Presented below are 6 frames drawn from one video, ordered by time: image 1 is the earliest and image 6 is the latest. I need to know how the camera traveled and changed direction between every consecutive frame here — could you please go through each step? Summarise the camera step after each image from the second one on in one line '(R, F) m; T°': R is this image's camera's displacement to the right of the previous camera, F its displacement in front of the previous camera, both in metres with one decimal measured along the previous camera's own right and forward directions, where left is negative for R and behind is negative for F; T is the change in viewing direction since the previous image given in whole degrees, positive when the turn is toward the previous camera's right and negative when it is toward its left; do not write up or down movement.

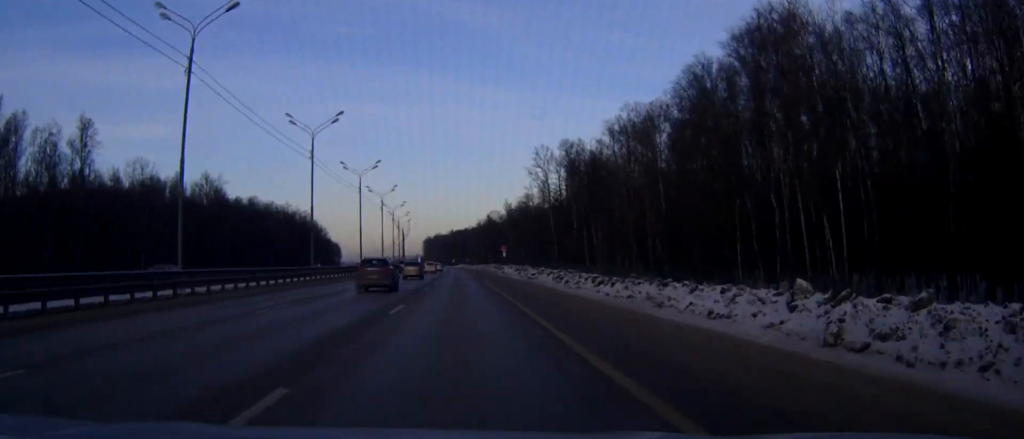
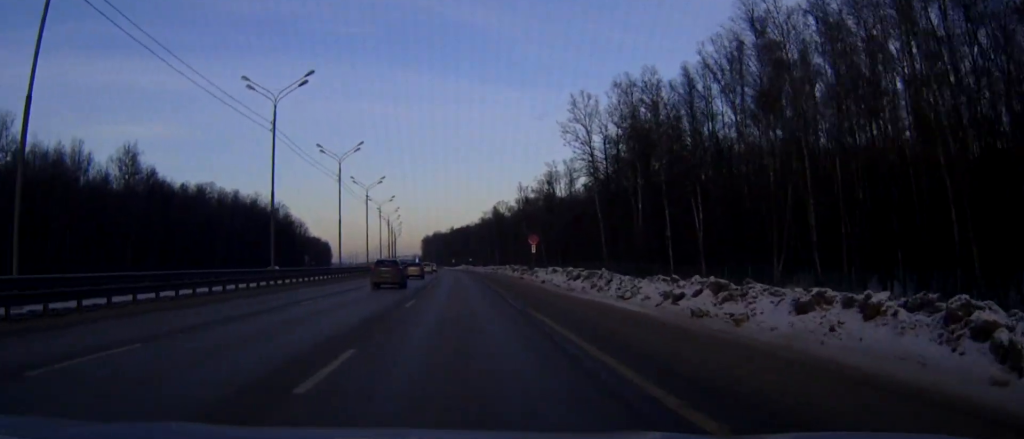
(-0.1, +44.0) m; 0°
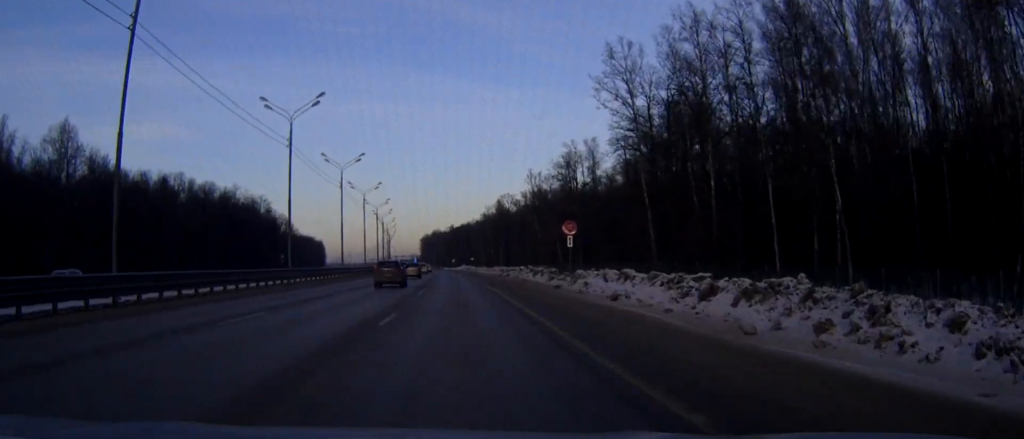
(0.0, +23.4) m; 0°
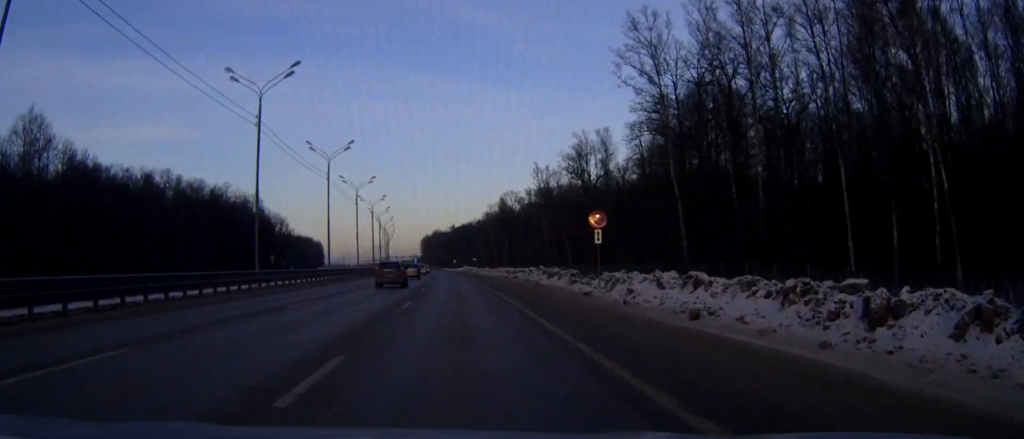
(0.0, +9.3) m; 0°
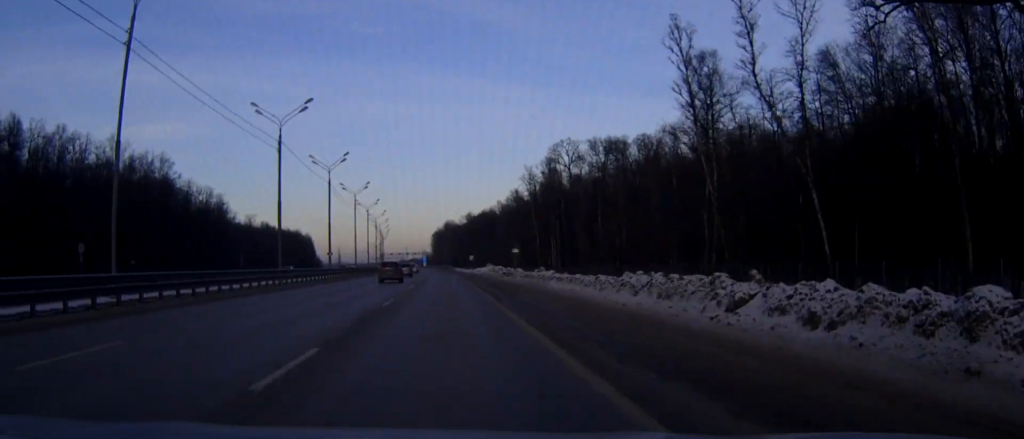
(-1.1, +78.8) m; -1°
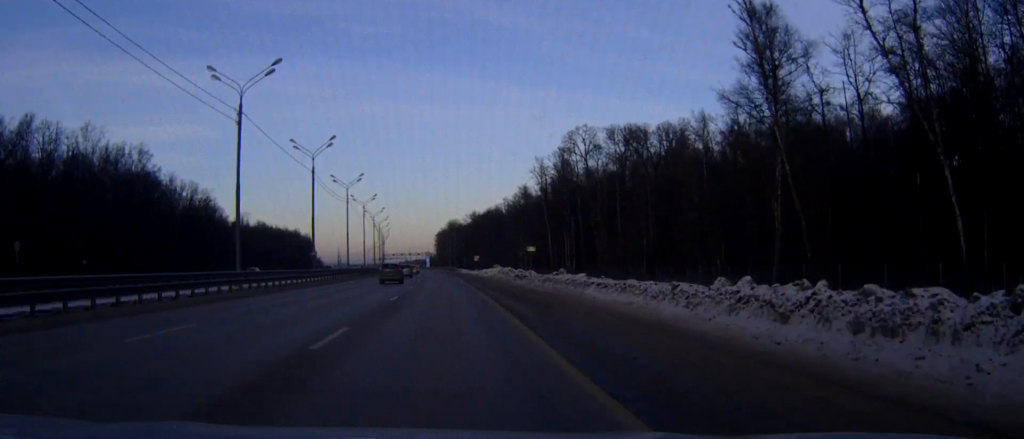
(0.0, +11.9) m; 0°
